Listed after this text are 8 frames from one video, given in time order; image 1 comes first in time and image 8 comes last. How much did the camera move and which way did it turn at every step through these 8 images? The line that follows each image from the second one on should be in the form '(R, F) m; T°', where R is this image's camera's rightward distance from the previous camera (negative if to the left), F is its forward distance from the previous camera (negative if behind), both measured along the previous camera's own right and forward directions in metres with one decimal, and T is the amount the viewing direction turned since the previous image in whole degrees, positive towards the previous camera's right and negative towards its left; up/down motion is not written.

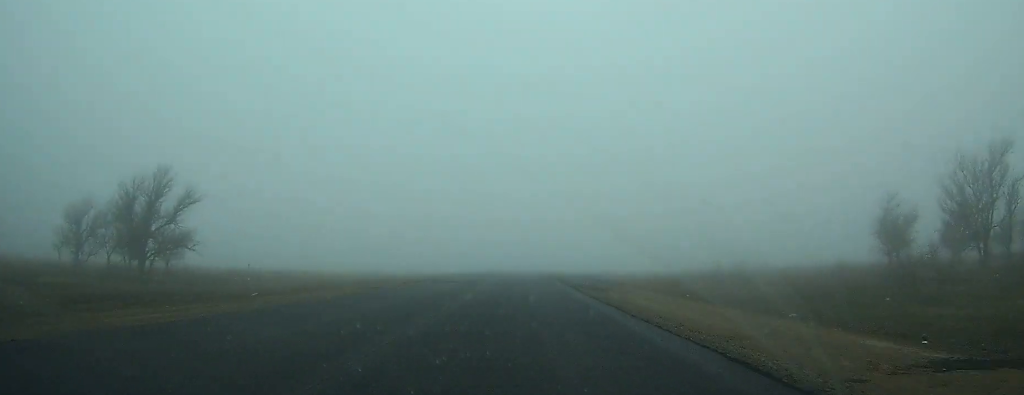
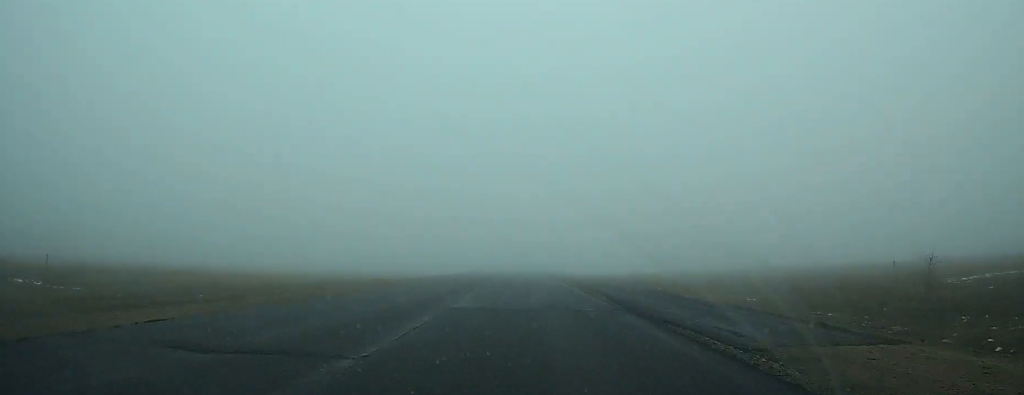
(0.0, +30.2) m; 0°
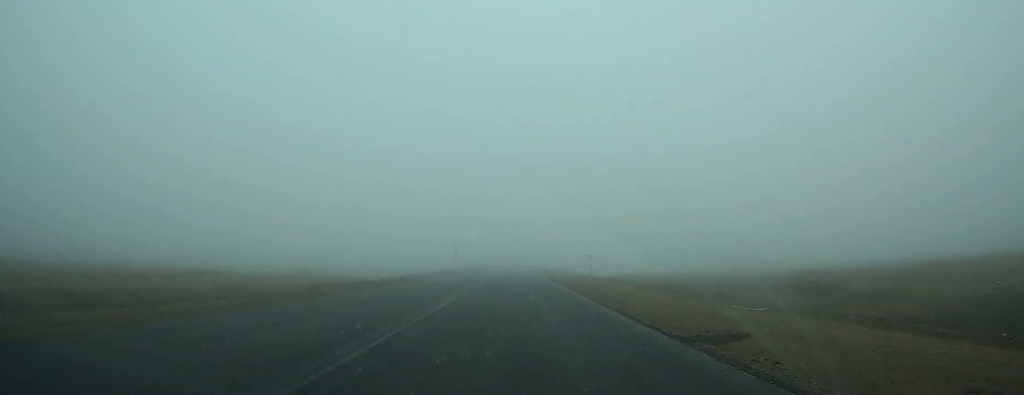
(+0.2, +57.1) m; 0°
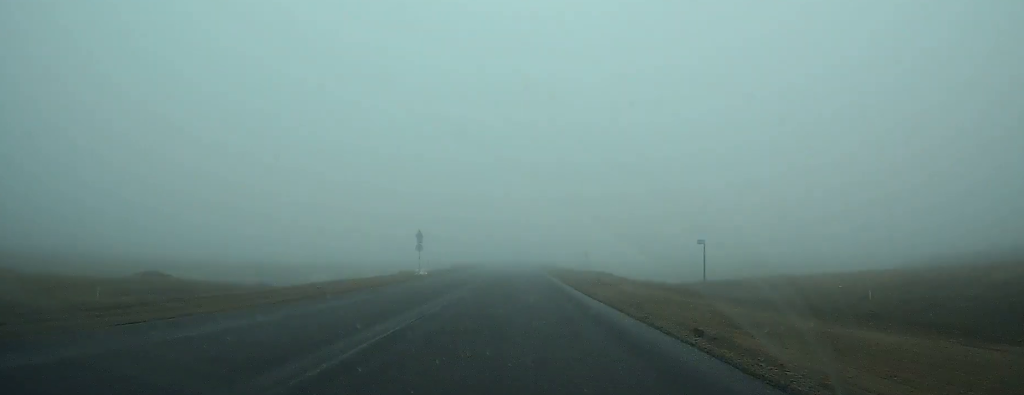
(0.0, +40.0) m; 0°
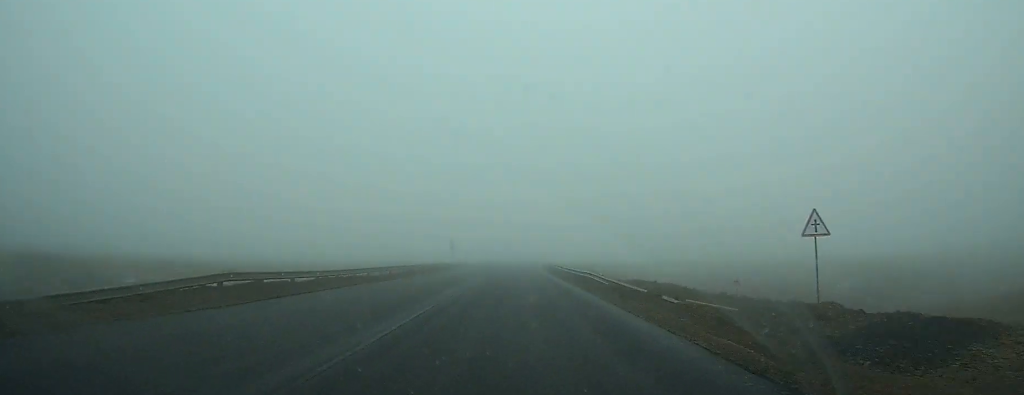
(-0.2, +64.1) m; 0°
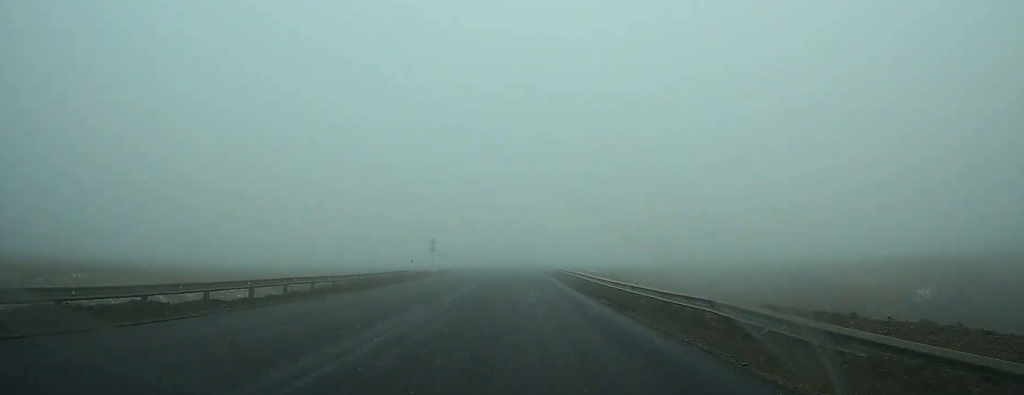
(0.0, +20.5) m; 0°
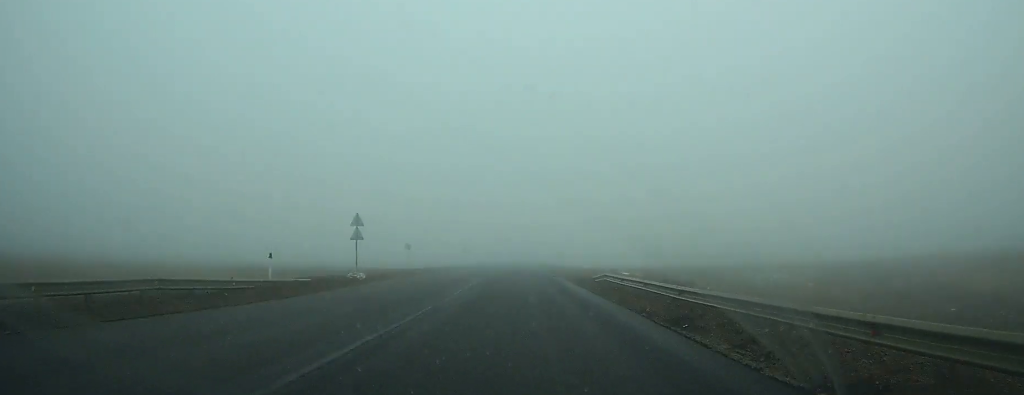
(0.0, +30.5) m; 0°
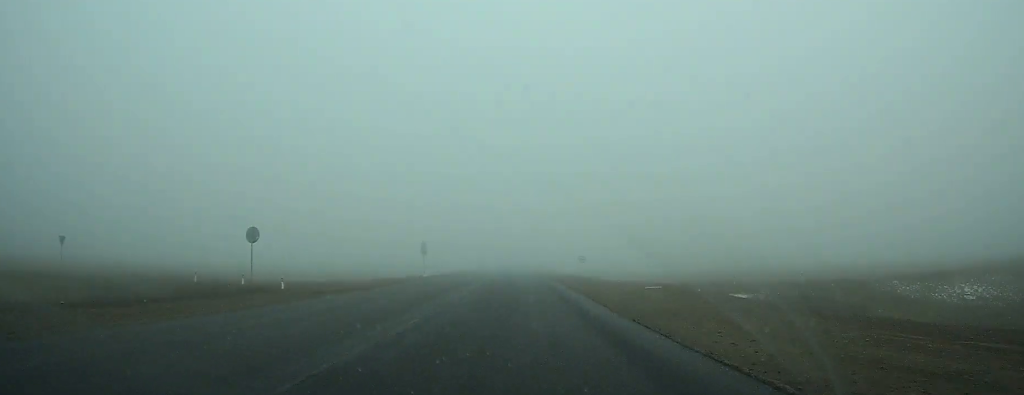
(0.0, +36.0) m; 0°
